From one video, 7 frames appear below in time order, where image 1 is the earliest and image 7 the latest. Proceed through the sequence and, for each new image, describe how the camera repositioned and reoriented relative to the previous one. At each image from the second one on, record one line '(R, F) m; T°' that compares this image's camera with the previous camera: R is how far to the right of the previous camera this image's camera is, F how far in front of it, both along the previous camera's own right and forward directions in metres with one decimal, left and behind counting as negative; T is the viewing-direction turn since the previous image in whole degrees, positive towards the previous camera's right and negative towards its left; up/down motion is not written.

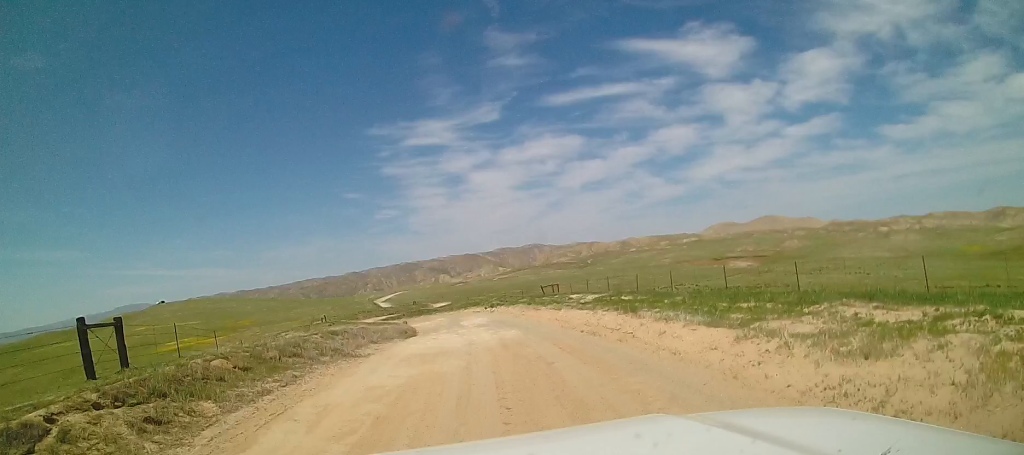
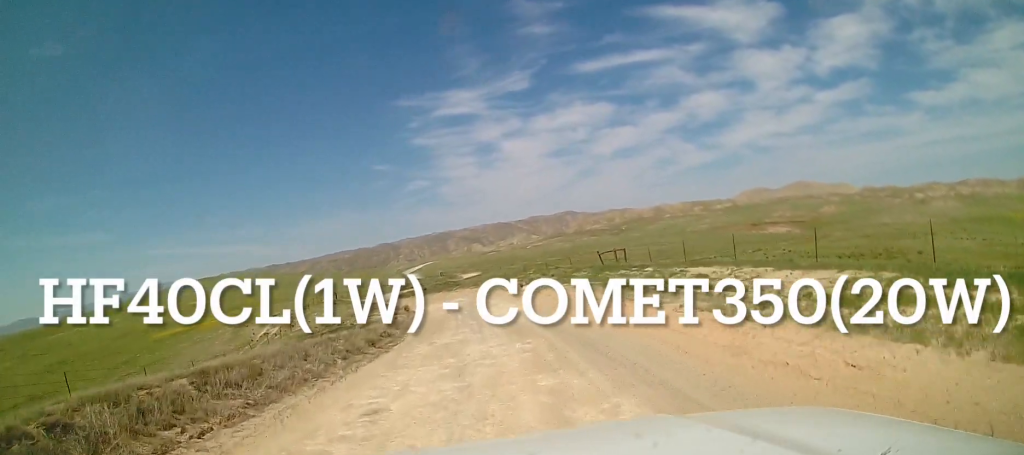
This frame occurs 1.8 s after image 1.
(-0.4, +16.3) m; -1°
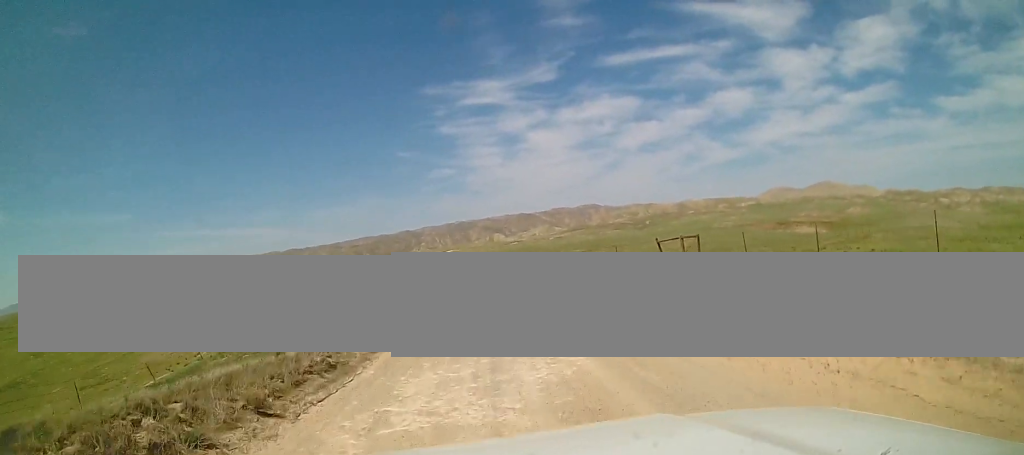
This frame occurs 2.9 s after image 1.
(-0.2, +10.0) m; -4°
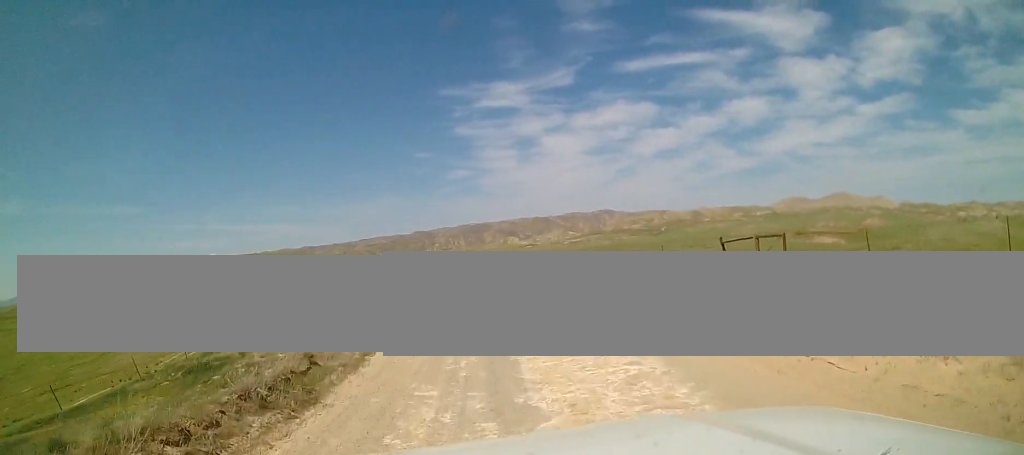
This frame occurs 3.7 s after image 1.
(-0.3, +7.1) m; -3°
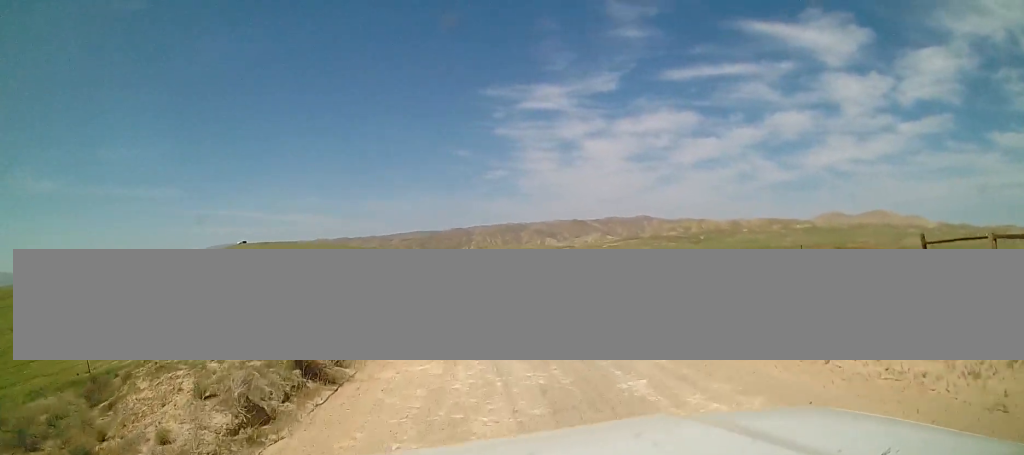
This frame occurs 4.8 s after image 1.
(-0.1, +10.4) m; -2°
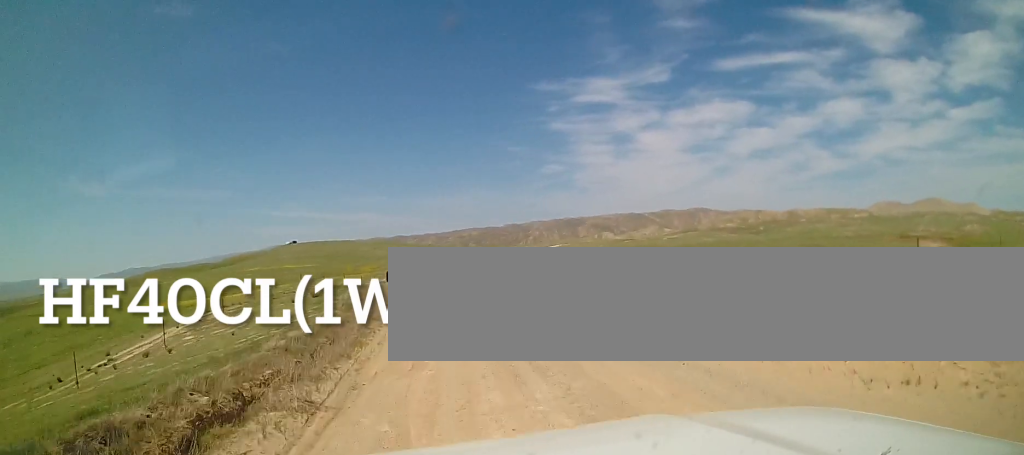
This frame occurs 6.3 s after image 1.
(-0.8, +15.0) m; -8°
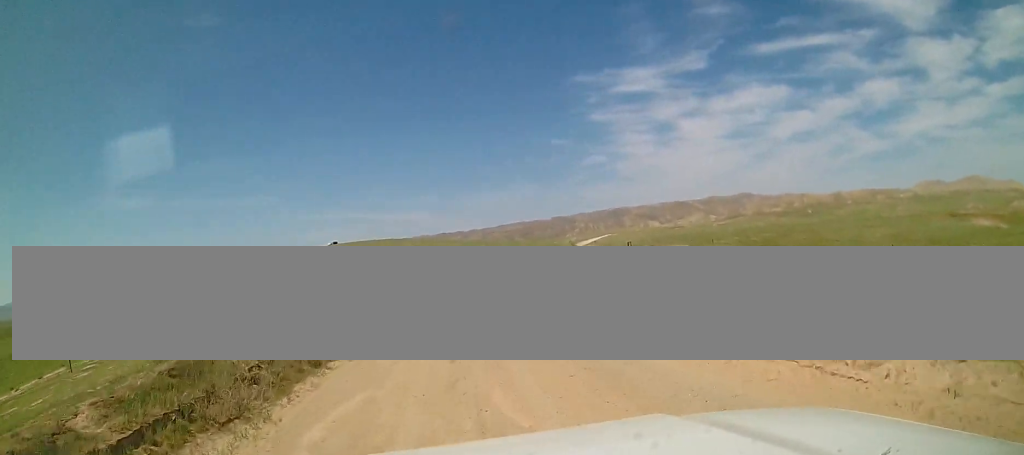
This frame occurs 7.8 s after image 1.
(-0.7, +14.2) m; -2°
